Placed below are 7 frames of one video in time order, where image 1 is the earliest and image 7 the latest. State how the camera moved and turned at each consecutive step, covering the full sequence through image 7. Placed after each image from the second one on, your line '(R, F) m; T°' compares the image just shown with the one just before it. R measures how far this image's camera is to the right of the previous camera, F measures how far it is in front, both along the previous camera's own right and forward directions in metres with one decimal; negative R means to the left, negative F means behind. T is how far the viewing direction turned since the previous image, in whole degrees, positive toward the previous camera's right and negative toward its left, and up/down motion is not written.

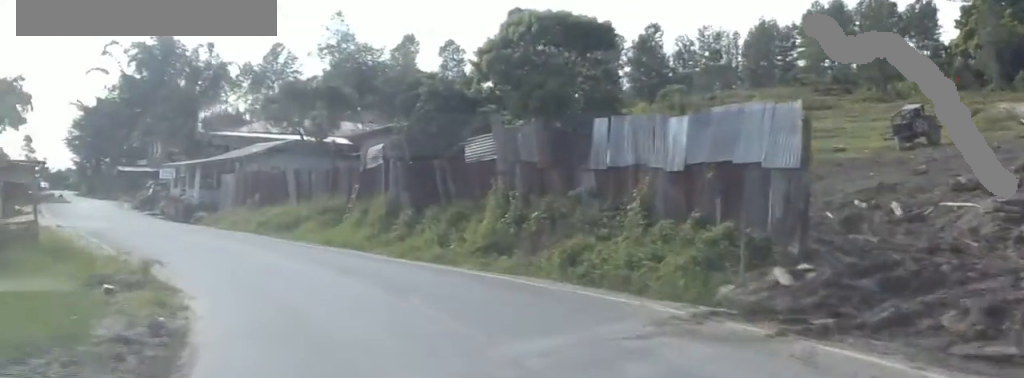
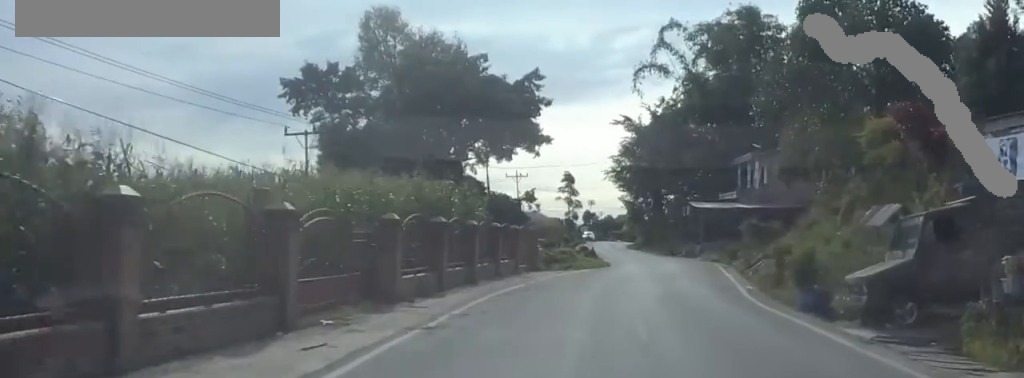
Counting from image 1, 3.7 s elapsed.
(-14.4, +49.0) m; -19°
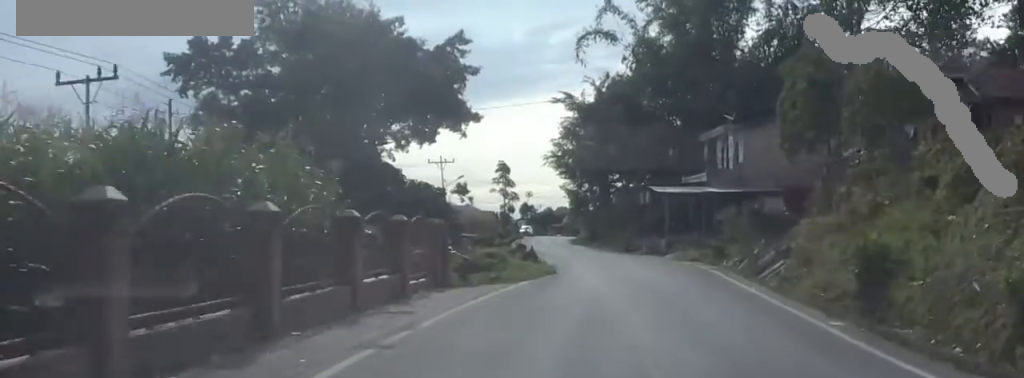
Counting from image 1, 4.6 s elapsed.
(+0.9, +13.9) m; +6°
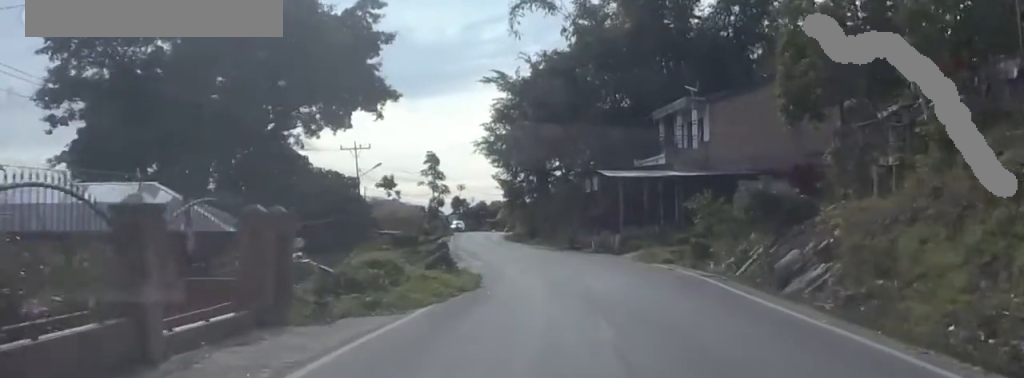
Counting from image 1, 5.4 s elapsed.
(+0.5, +10.6) m; +2°
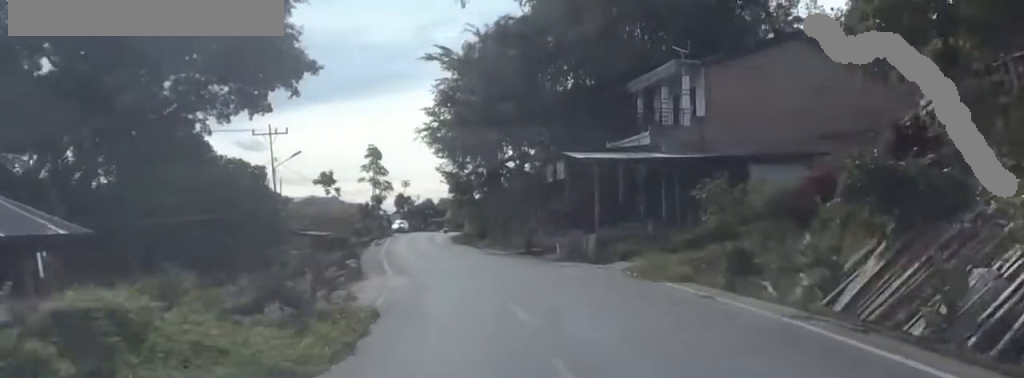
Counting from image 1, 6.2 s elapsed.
(+0.2, +11.8) m; -4°
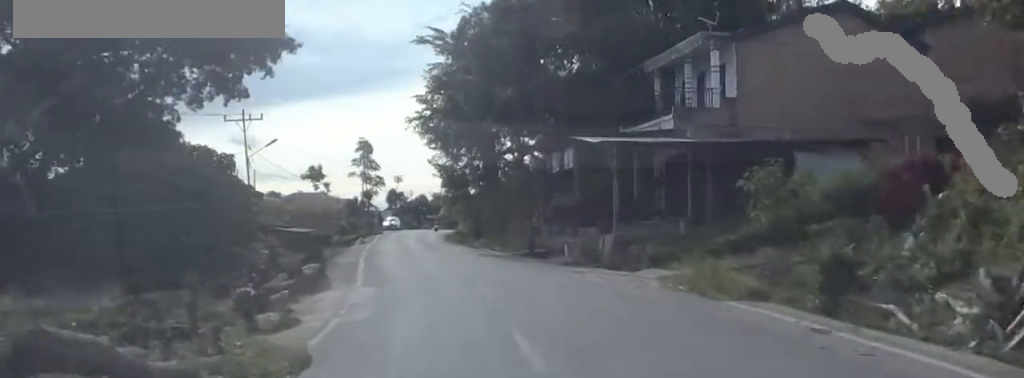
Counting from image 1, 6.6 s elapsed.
(-0.5, +5.9) m; 0°
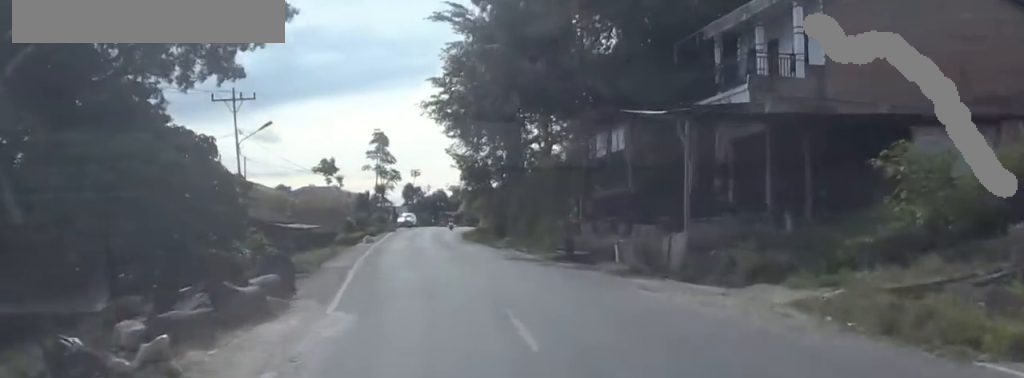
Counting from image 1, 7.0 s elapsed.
(-0.6, +7.1) m; 0°
